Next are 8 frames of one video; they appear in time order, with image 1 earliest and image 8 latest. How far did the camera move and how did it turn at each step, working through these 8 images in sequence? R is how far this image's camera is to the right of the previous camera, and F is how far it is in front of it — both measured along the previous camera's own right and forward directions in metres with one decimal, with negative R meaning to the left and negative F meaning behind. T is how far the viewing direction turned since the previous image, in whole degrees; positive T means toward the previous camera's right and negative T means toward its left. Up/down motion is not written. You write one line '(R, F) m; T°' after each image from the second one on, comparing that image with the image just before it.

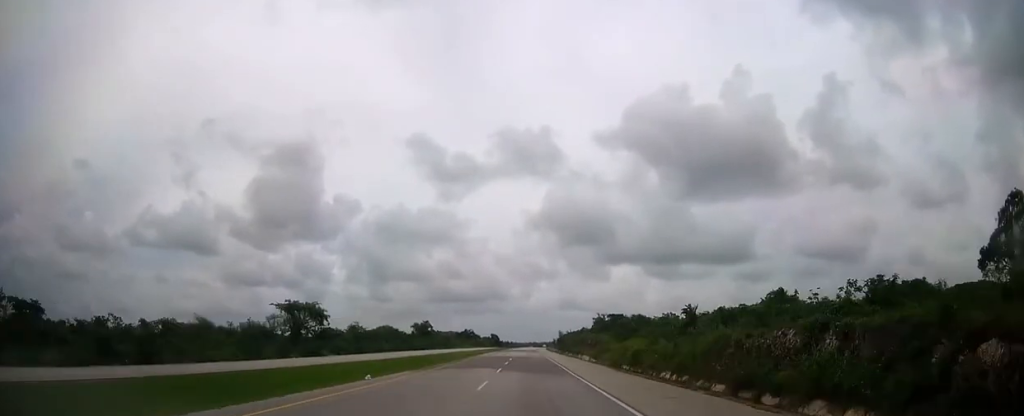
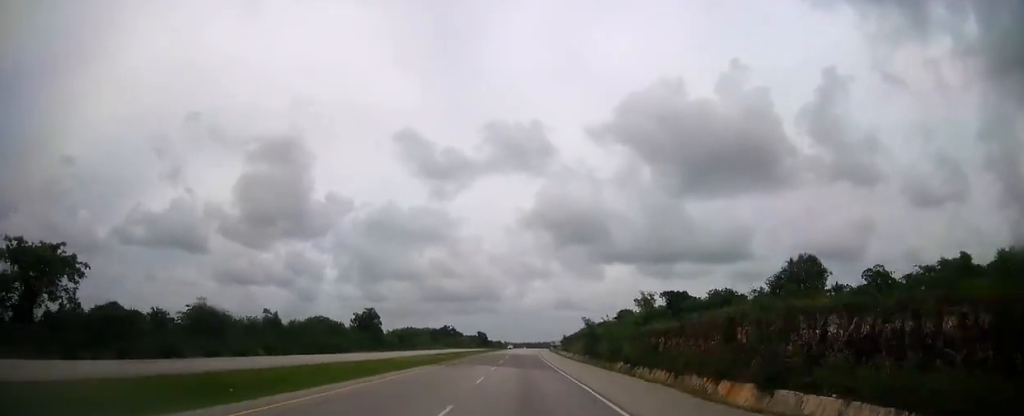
(+0.1, +68.0) m; 0°
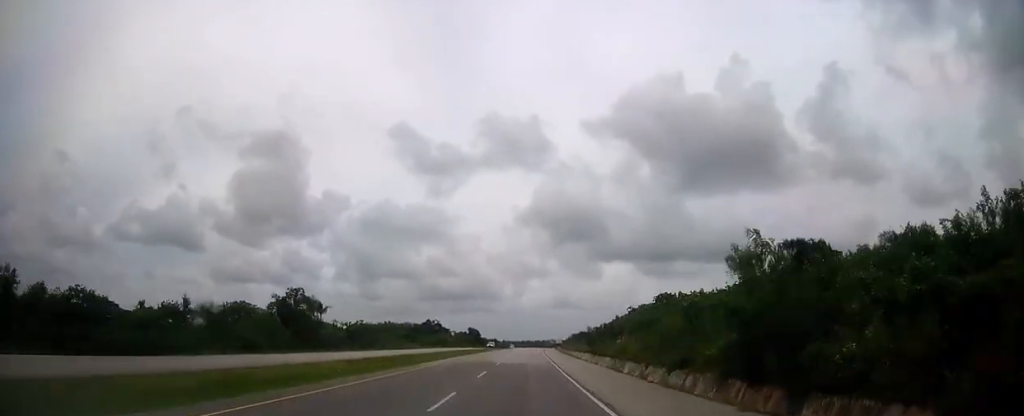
(+0.1, +45.6) m; 0°
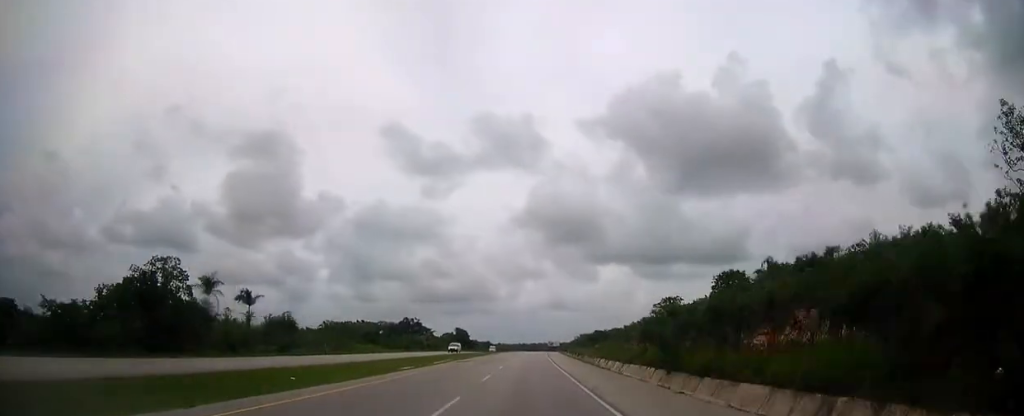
(0.0, +37.2) m; 0°
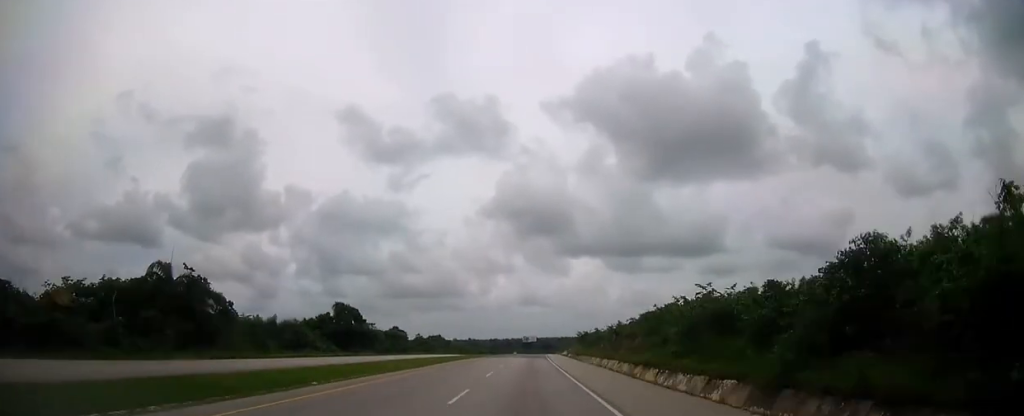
(+2.9, +127.6) m; +3°
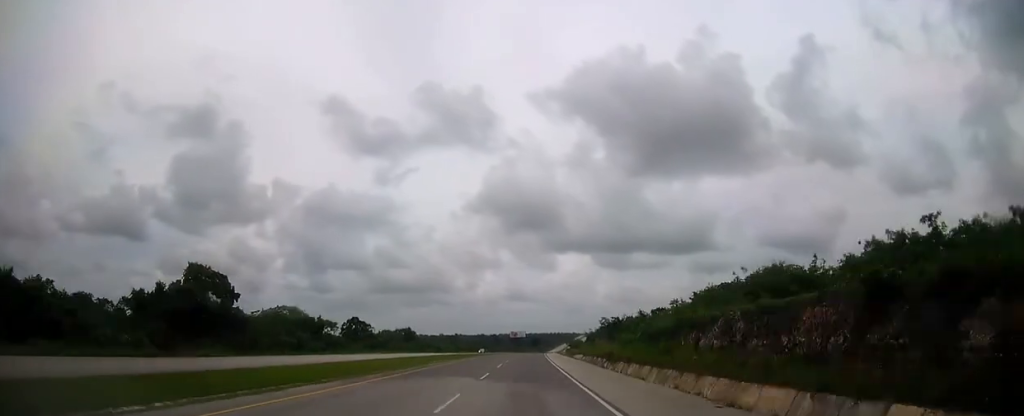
(+0.5, +50.9) m; +1°
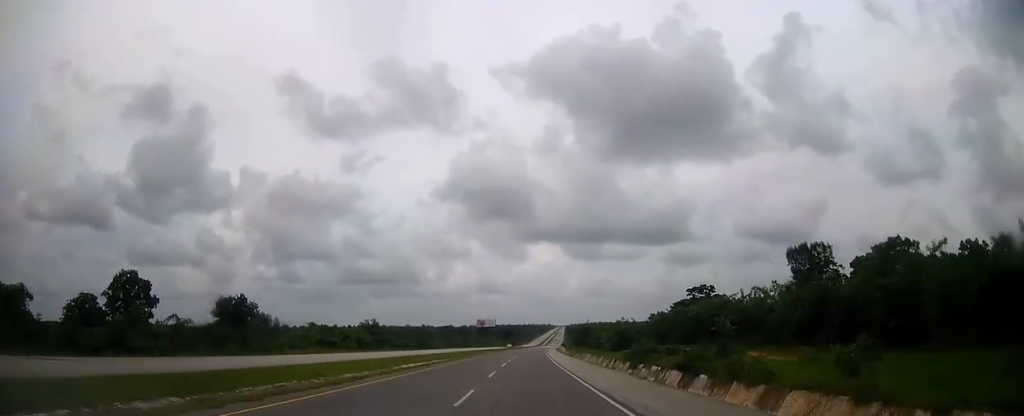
(+2.6, +130.9) m; +3°
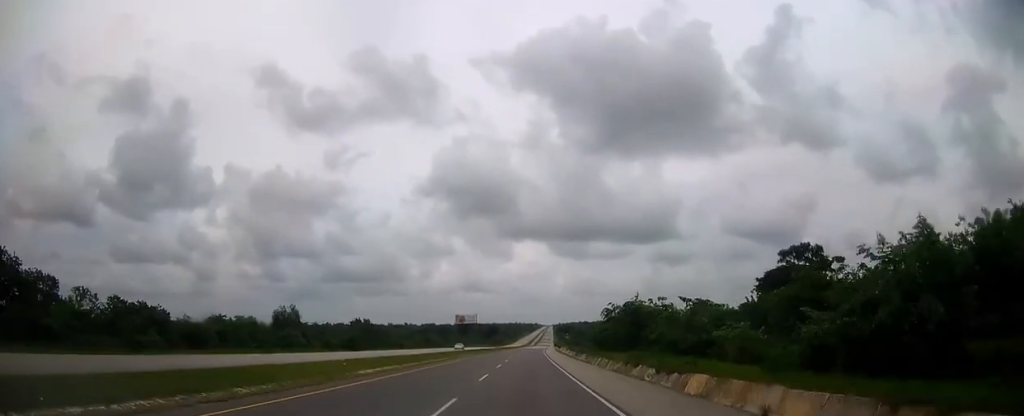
(+0.8, +63.2) m; +1°
